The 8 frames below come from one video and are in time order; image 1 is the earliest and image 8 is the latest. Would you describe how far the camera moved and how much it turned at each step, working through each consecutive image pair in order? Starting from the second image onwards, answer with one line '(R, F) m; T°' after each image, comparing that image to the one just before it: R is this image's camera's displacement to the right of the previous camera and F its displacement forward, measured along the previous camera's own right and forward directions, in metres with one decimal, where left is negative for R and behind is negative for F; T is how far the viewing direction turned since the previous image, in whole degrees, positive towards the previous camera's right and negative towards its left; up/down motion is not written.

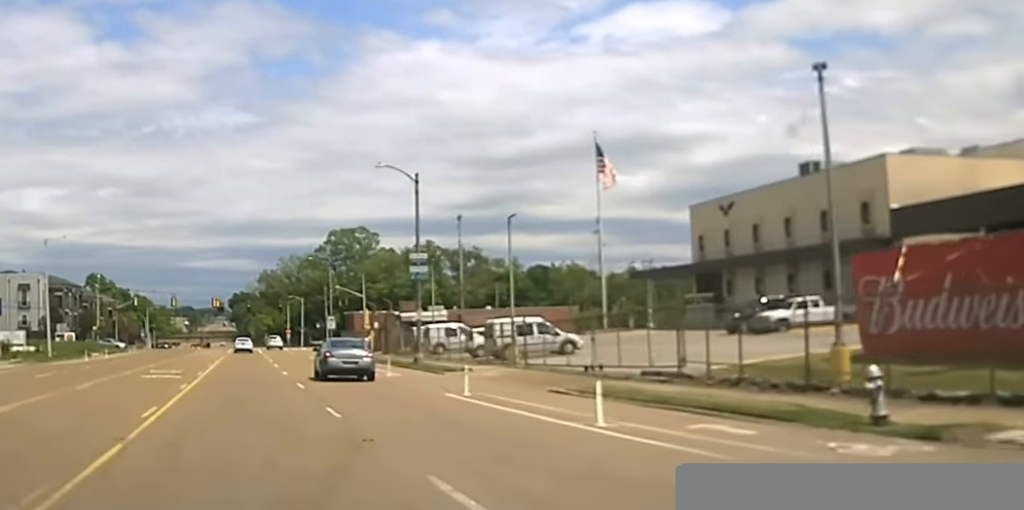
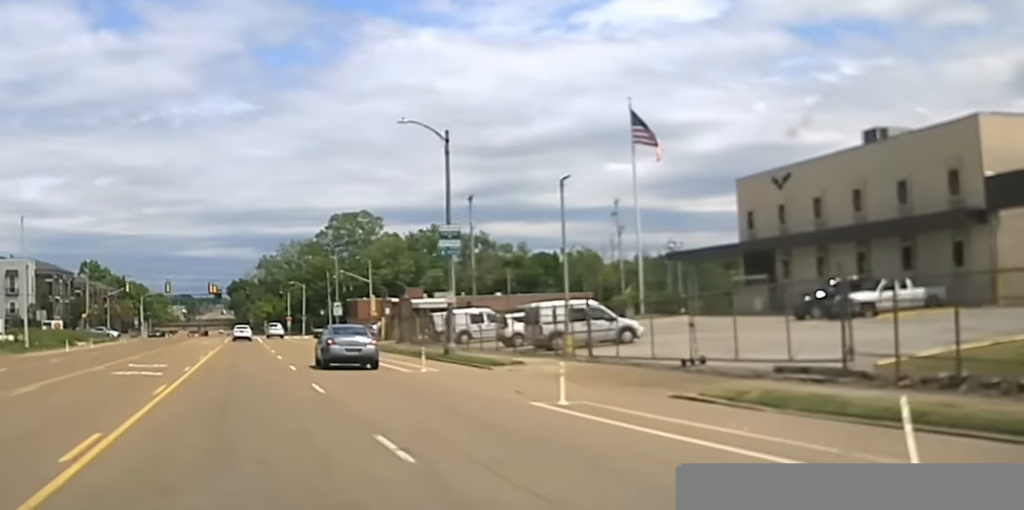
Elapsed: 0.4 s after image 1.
(+0.1, +8.9) m; 0°
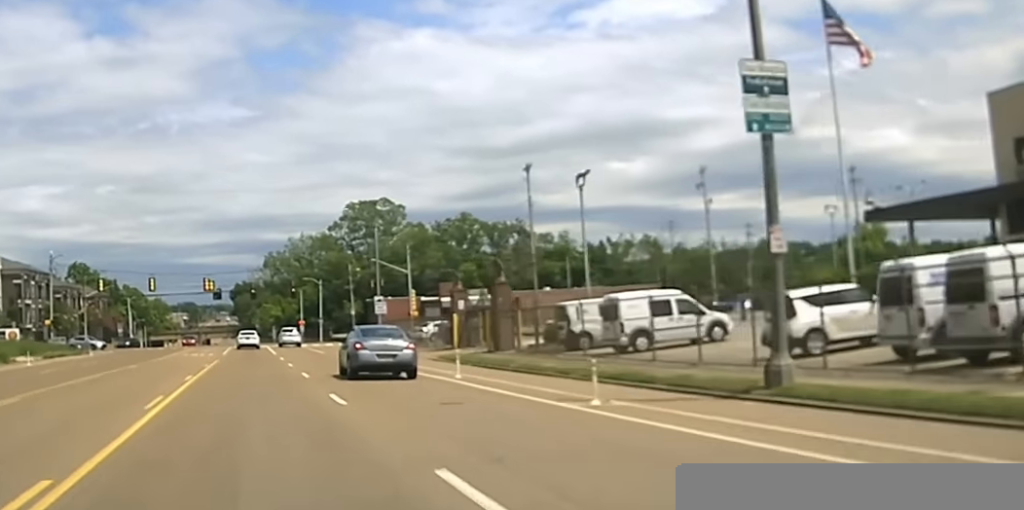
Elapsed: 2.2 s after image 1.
(+0.1, +31.2) m; 0°
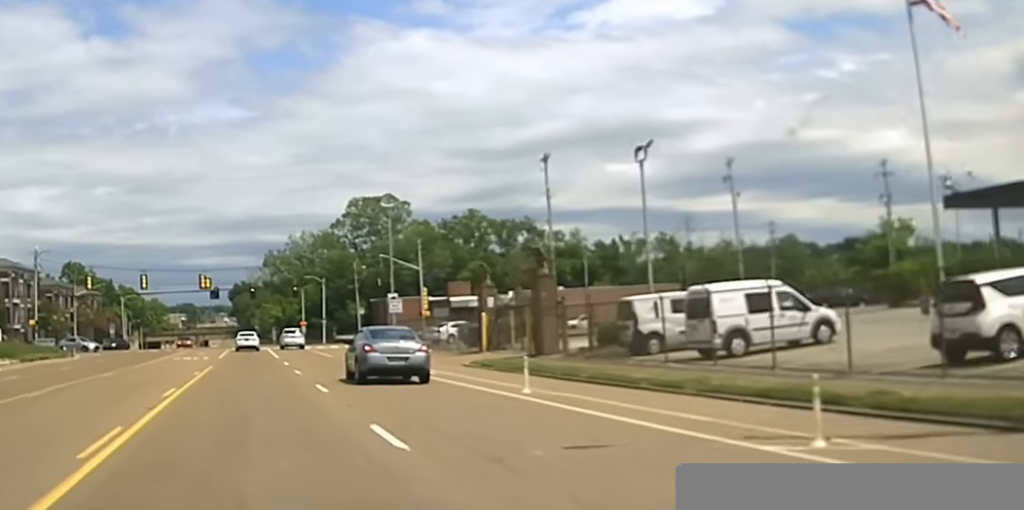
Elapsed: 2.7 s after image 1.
(+0.1, +6.6) m; 0°
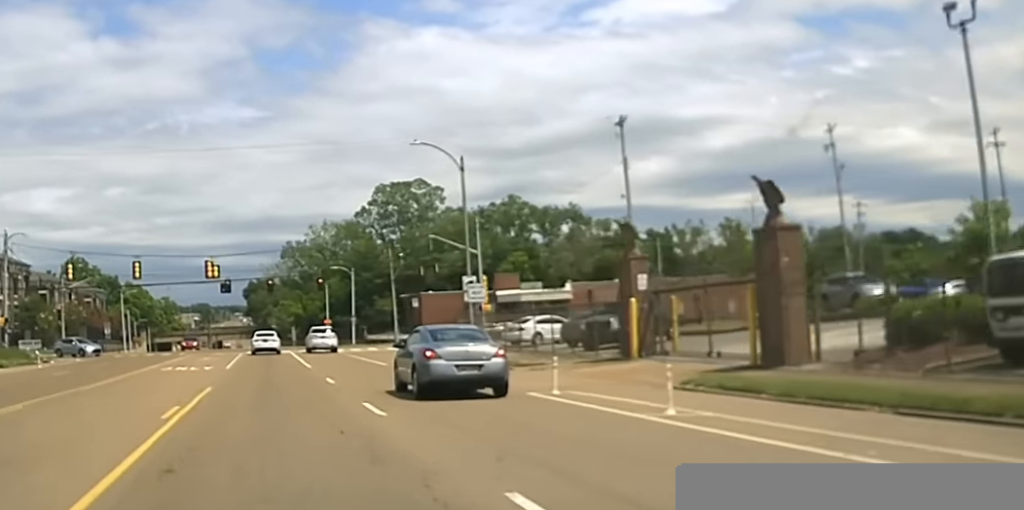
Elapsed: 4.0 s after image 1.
(+0.1, +14.4) m; -1°
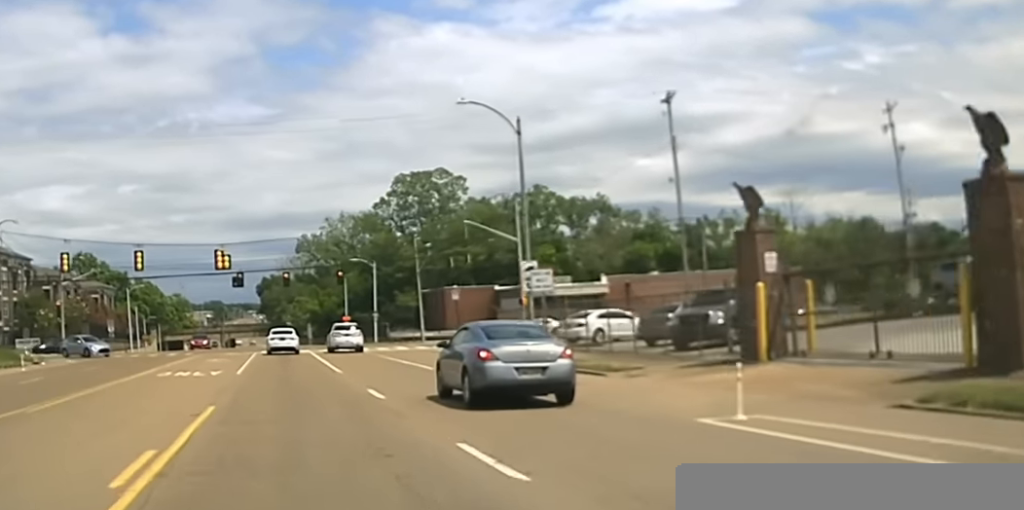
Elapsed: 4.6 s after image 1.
(-0.1, +6.5) m; -1°
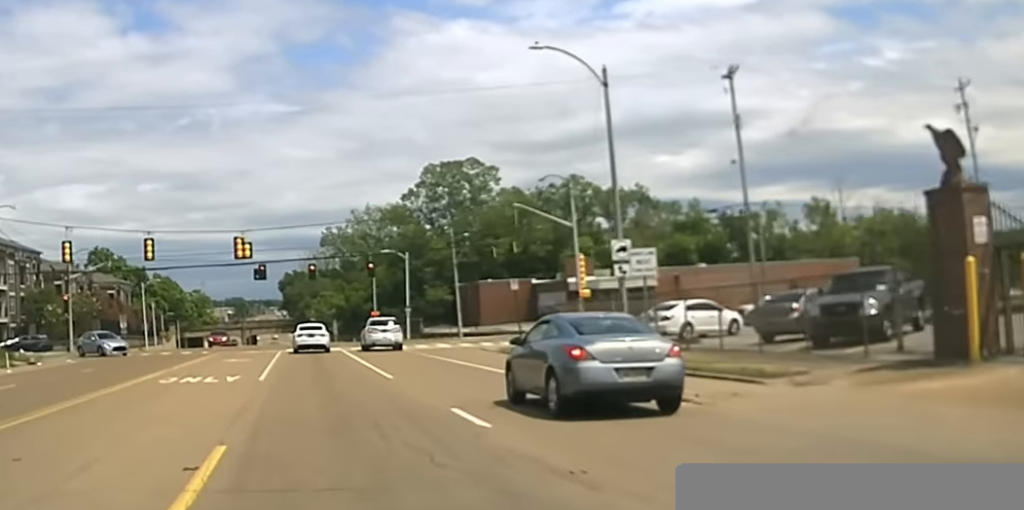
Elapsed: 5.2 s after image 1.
(-0.1, +6.6) m; -1°
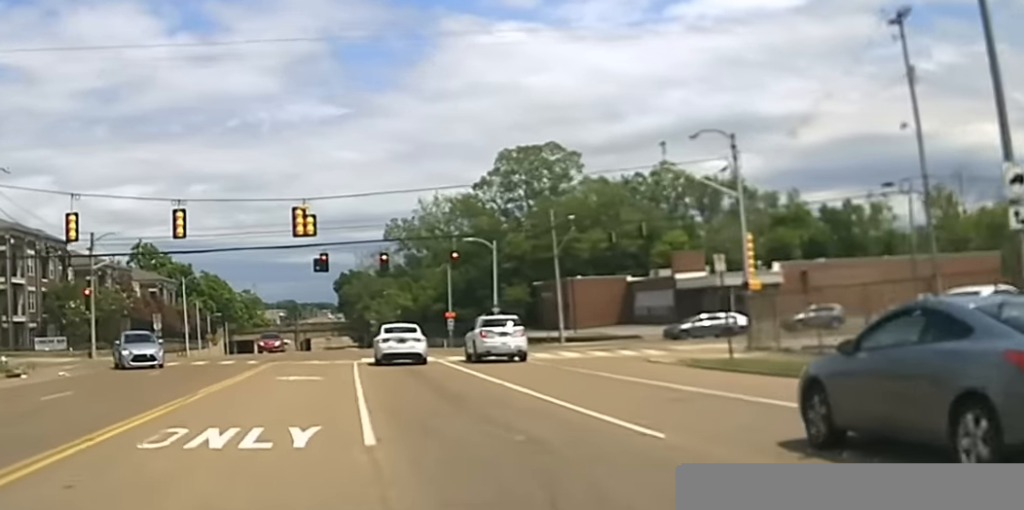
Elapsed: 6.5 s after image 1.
(0.0, +16.3) m; 0°
